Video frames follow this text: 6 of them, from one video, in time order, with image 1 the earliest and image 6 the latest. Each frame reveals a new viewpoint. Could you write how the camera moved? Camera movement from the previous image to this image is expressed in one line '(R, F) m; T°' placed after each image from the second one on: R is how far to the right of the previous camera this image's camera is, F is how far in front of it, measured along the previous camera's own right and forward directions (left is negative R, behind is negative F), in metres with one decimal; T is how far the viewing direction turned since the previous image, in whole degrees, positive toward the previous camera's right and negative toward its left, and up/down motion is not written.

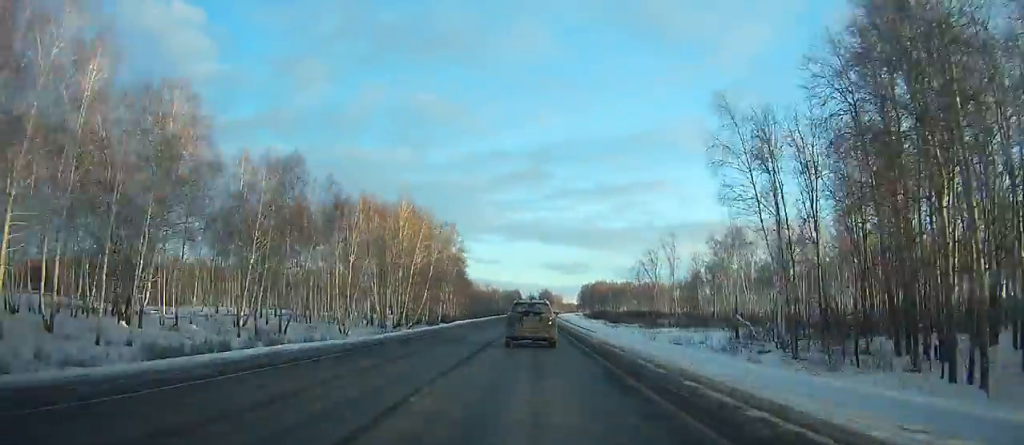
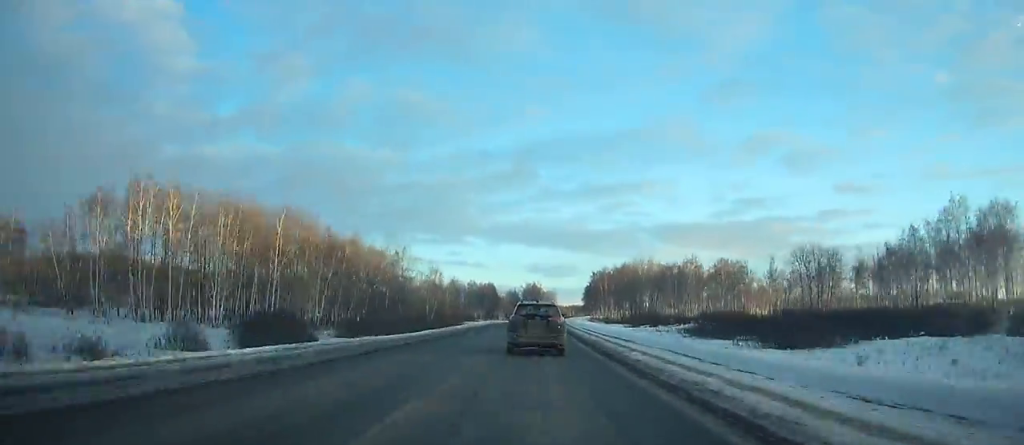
(+1.5, +159.0) m; +2°
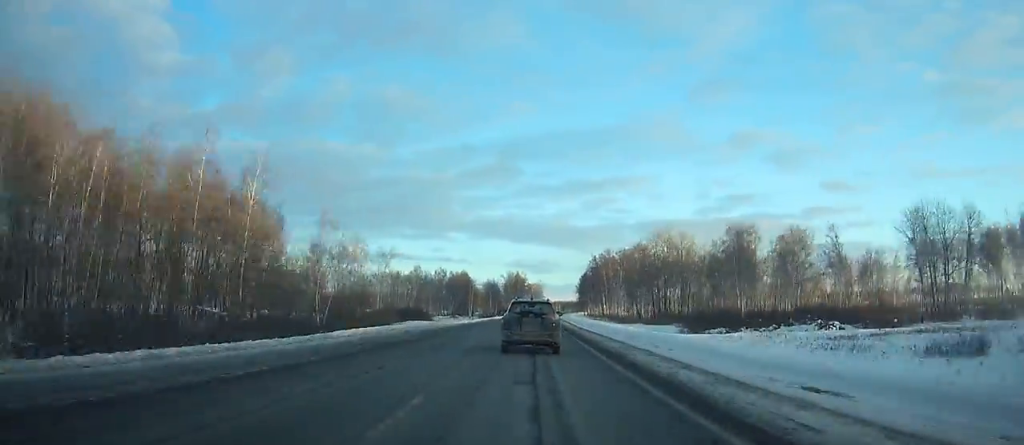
(+0.3, +59.1) m; +1°
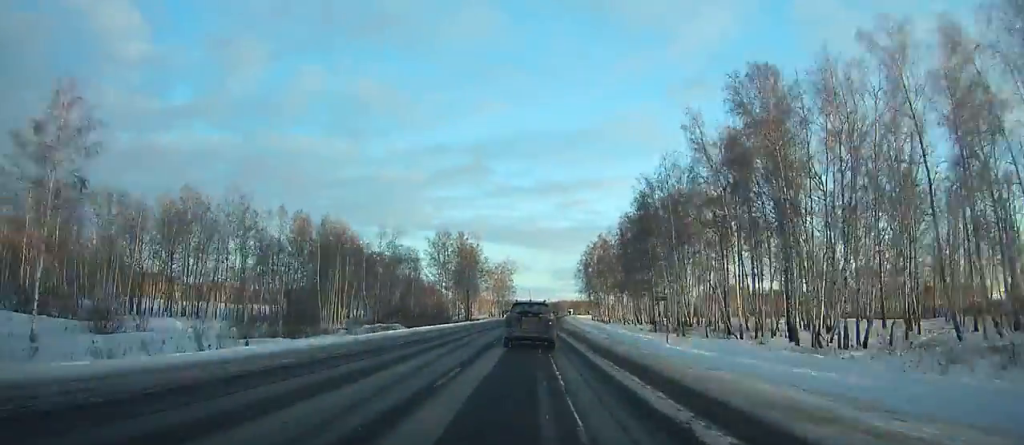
(+4.2, +151.4) m; +3°
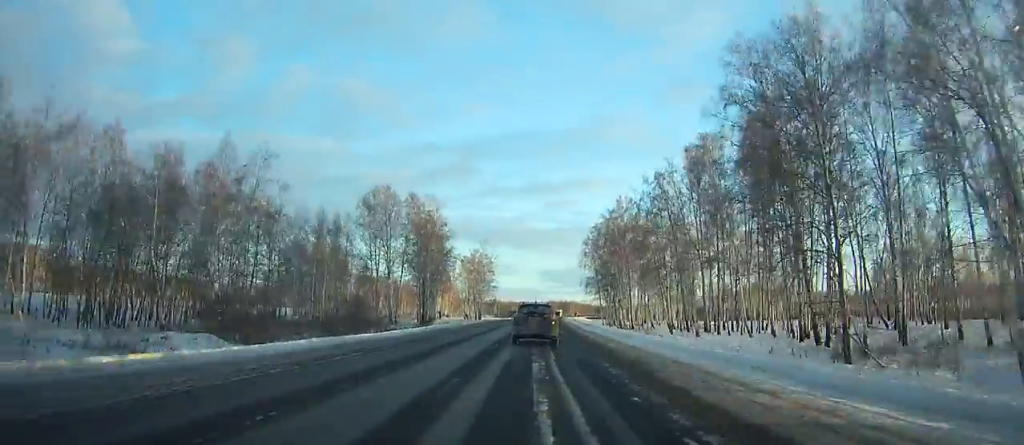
(+0.5, +47.8) m; +1°
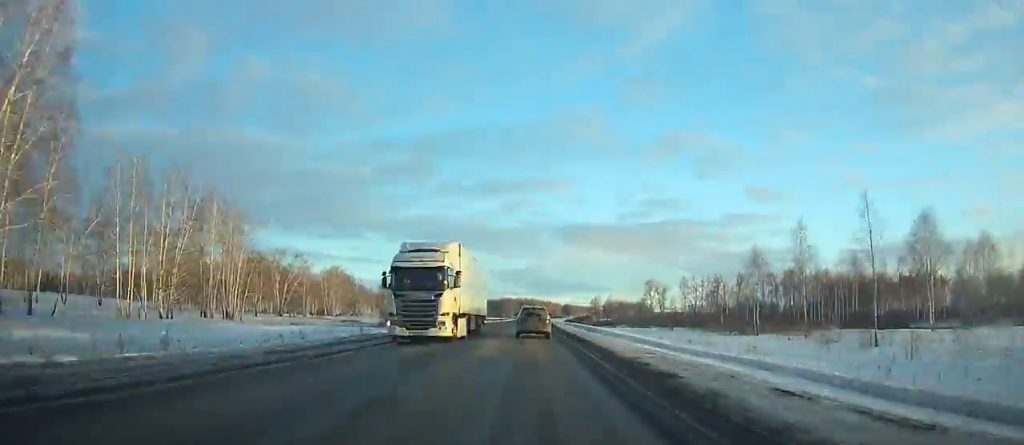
(+5.9, +168.5) m; +4°
